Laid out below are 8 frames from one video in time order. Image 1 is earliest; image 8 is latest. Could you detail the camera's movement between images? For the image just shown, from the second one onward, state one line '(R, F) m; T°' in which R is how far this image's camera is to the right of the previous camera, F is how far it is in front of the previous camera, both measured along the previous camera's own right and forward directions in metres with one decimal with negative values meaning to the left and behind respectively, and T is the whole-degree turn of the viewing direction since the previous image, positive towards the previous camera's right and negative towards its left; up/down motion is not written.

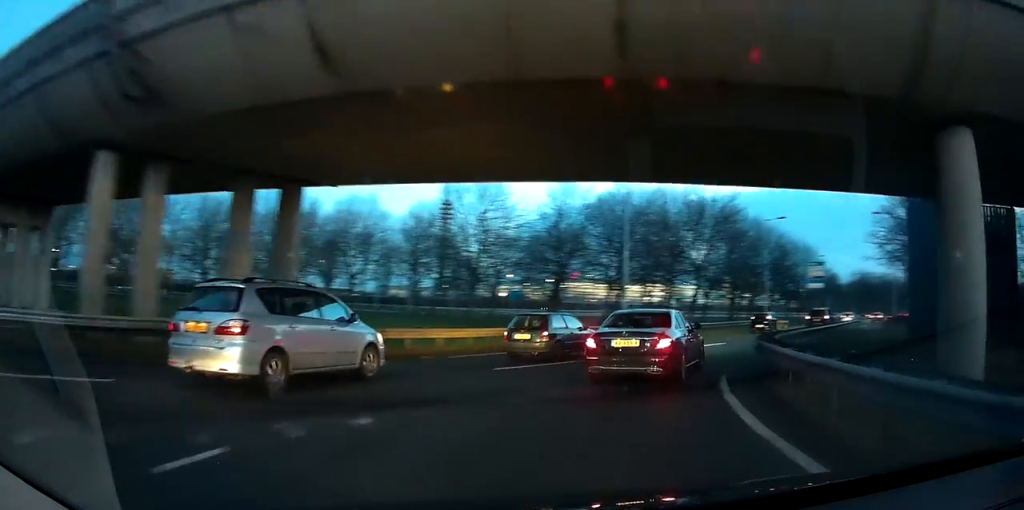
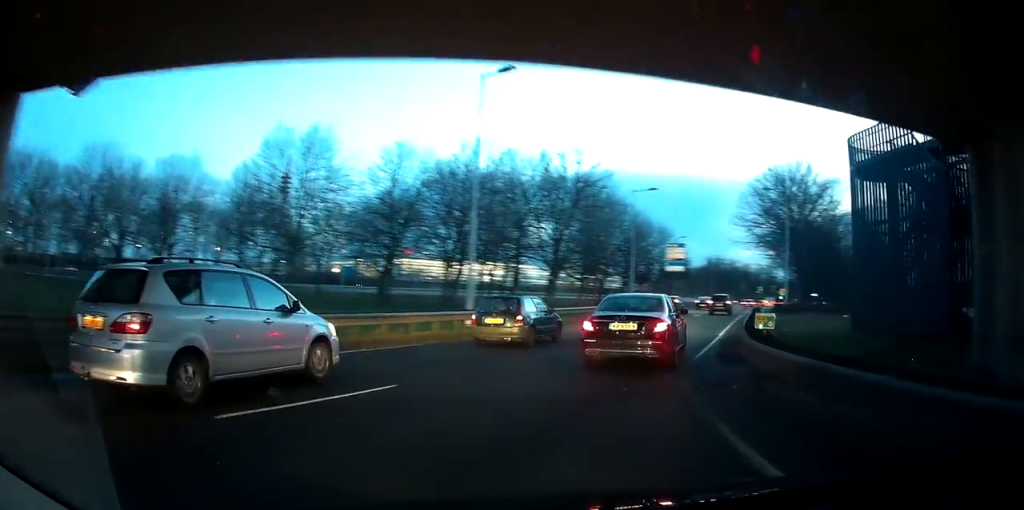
(+0.6, +7.5) m; +15°
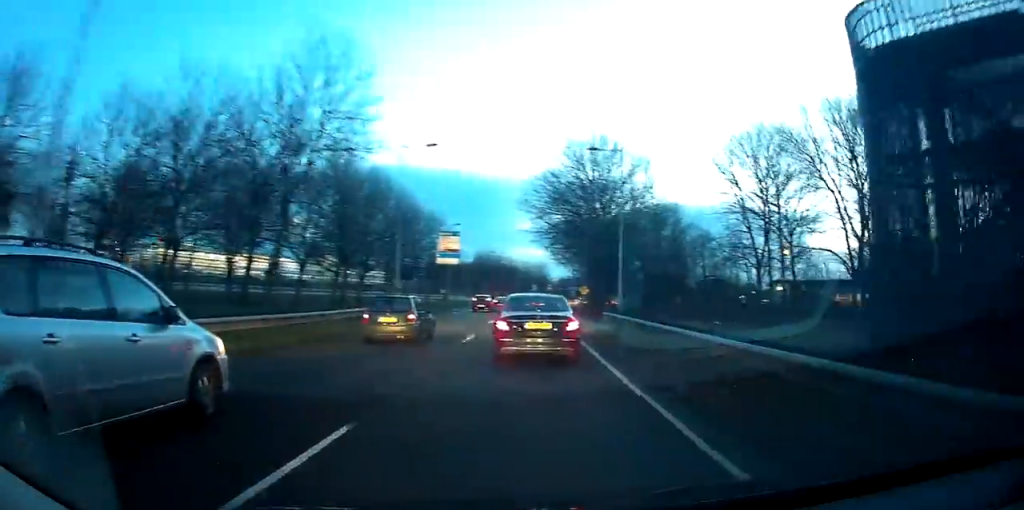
(+3.9, +12.9) m; +26°
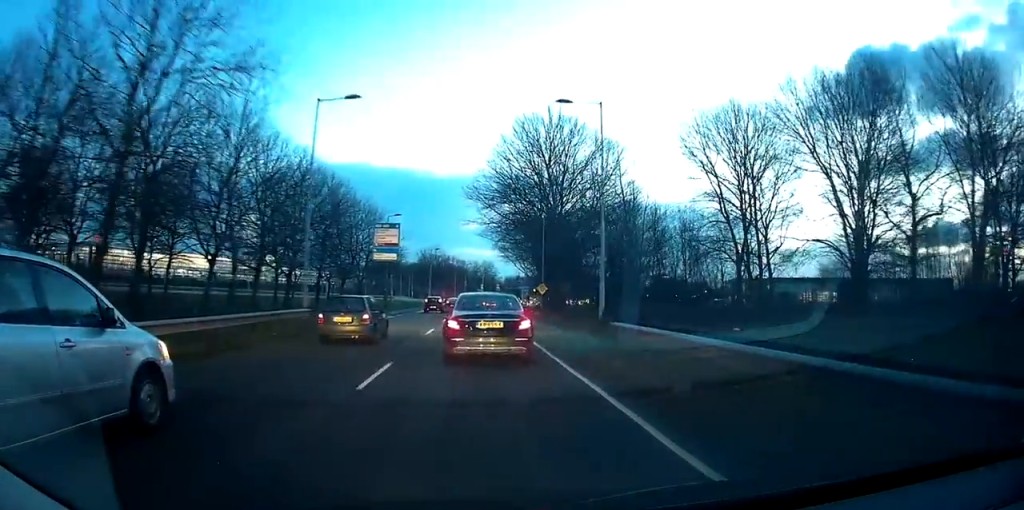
(+0.7, +8.6) m; +9°
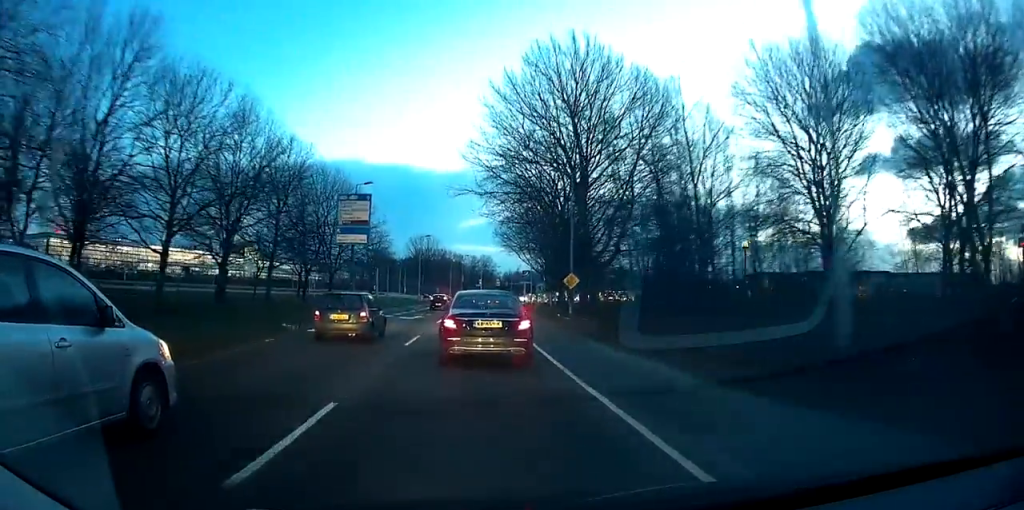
(+2.0, +17.0) m; +3°
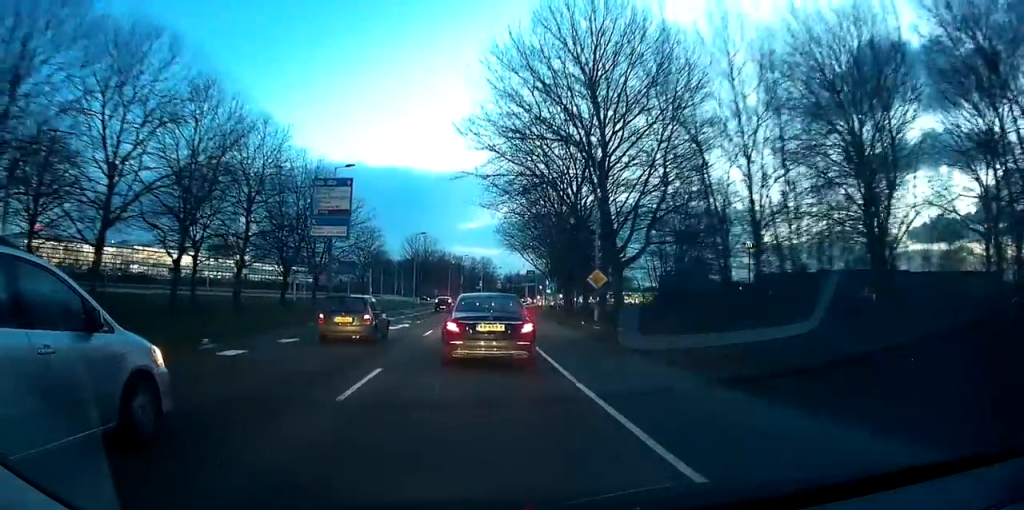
(-1.0, +7.9) m; -4°
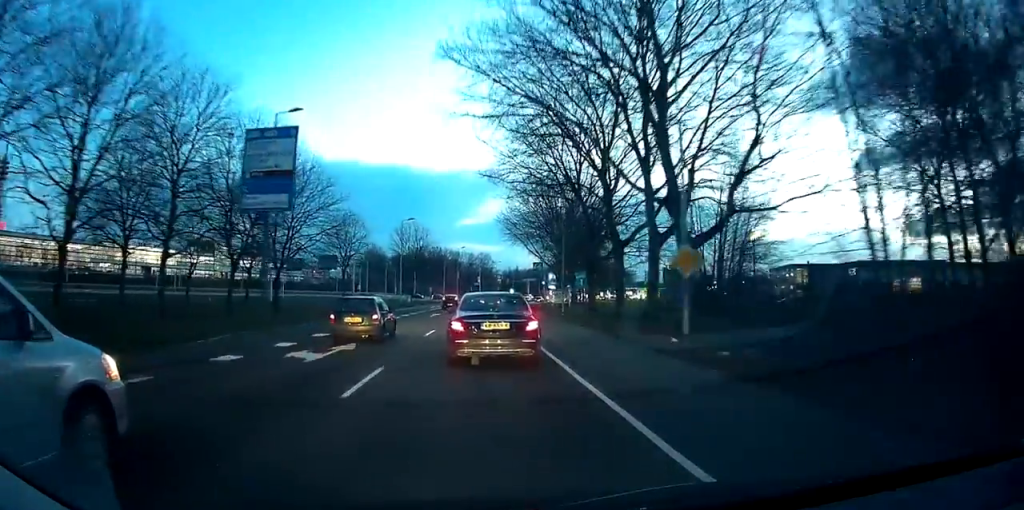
(-0.5, +13.0) m; -2°
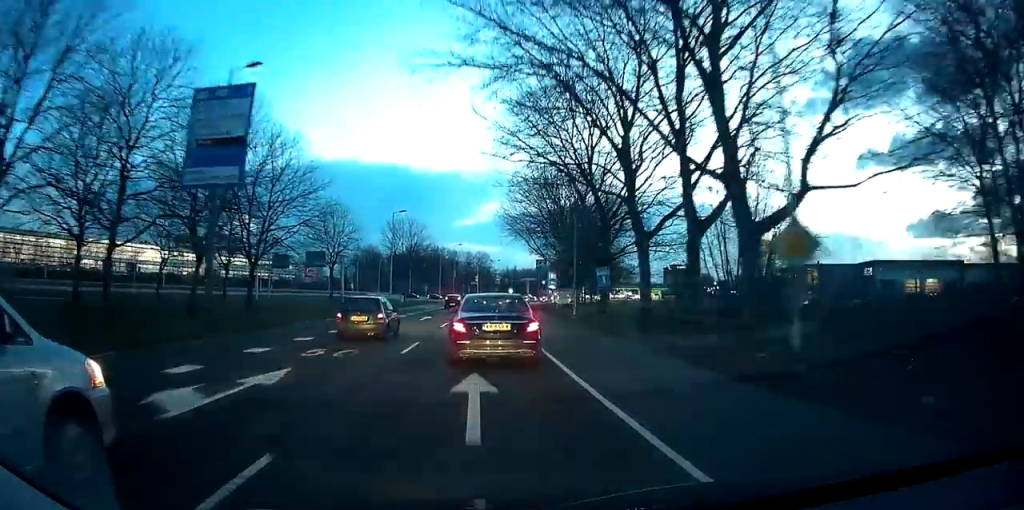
(0.0, +6.3) m; +1°
